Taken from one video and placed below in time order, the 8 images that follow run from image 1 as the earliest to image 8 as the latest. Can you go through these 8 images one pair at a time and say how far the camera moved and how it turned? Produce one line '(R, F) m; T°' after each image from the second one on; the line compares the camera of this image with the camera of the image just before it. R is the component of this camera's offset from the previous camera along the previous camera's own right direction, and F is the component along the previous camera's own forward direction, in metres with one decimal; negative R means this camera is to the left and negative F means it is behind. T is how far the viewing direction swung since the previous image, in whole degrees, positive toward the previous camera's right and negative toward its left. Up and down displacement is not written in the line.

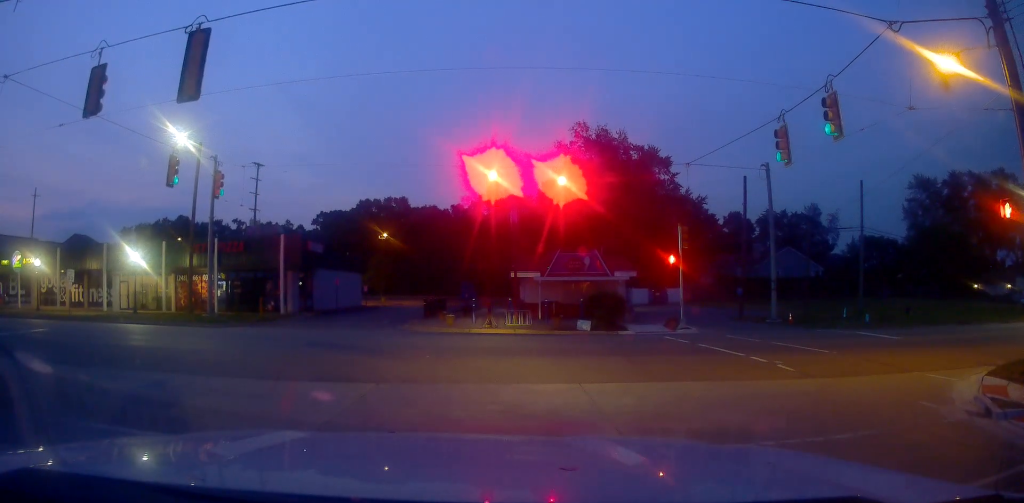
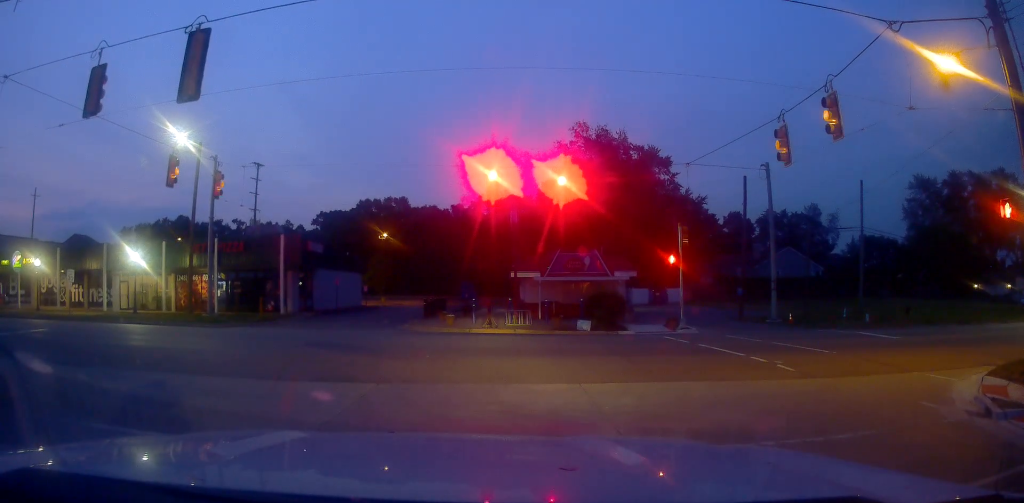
(0.0, 0.0) m; 0°
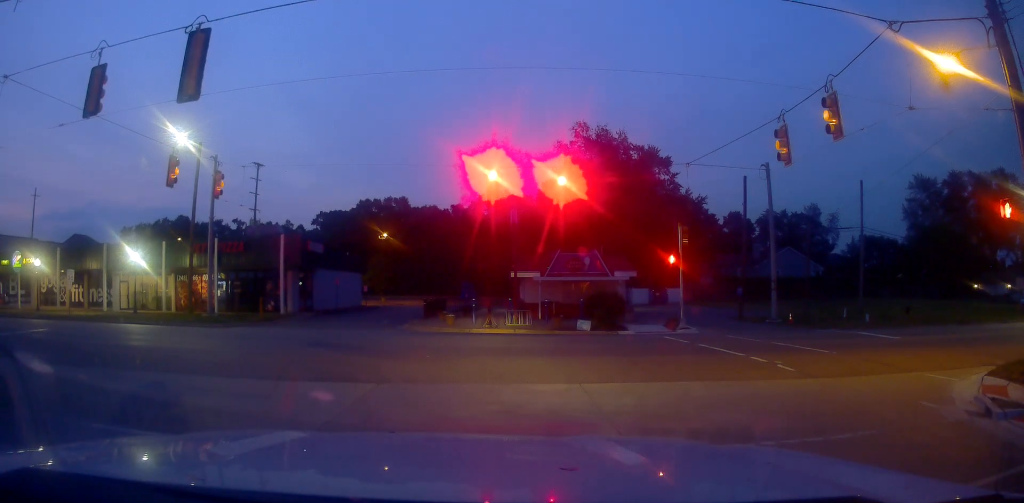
(0.0, 0.0) m; 0°
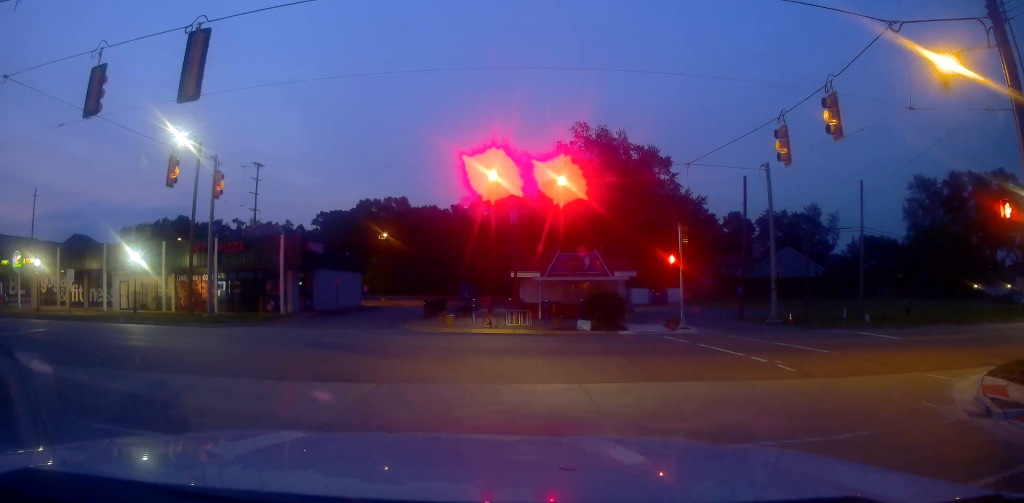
(0.0, 0.0) m; 0°
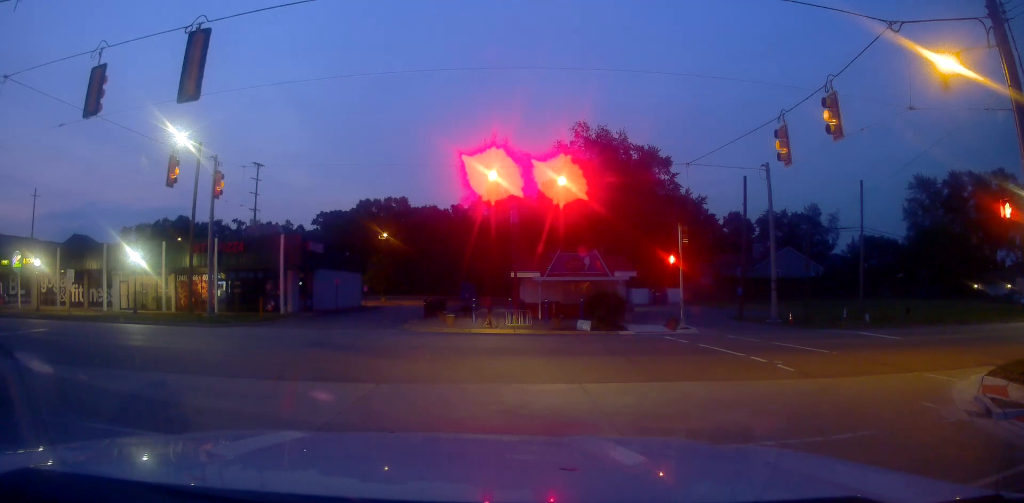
(0.0, 0.0) m; 0°
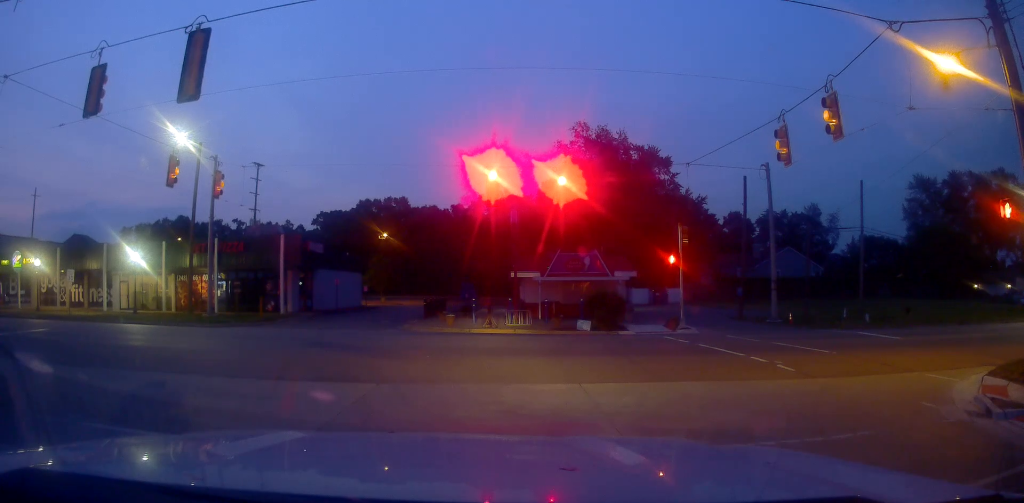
(0.0, 0.0) m; 0°
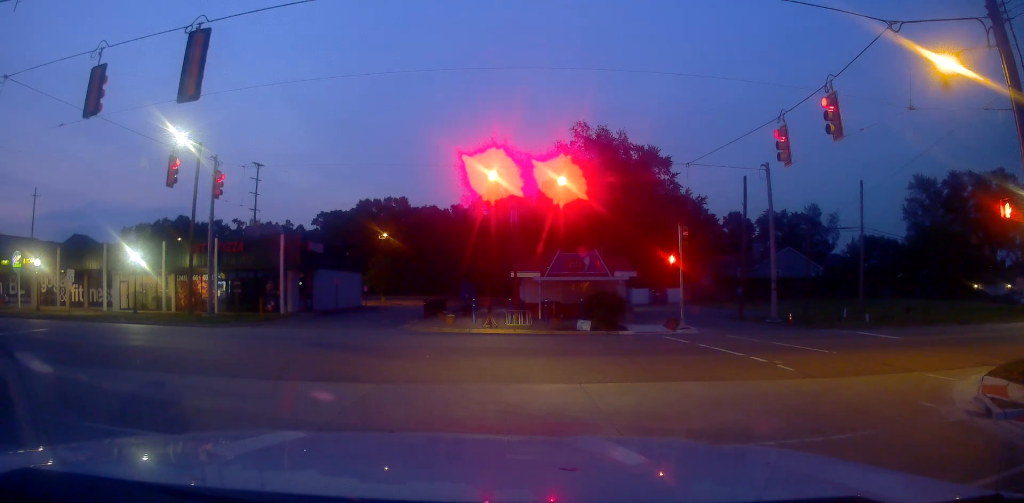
(0.0, 0.0) m; 0°
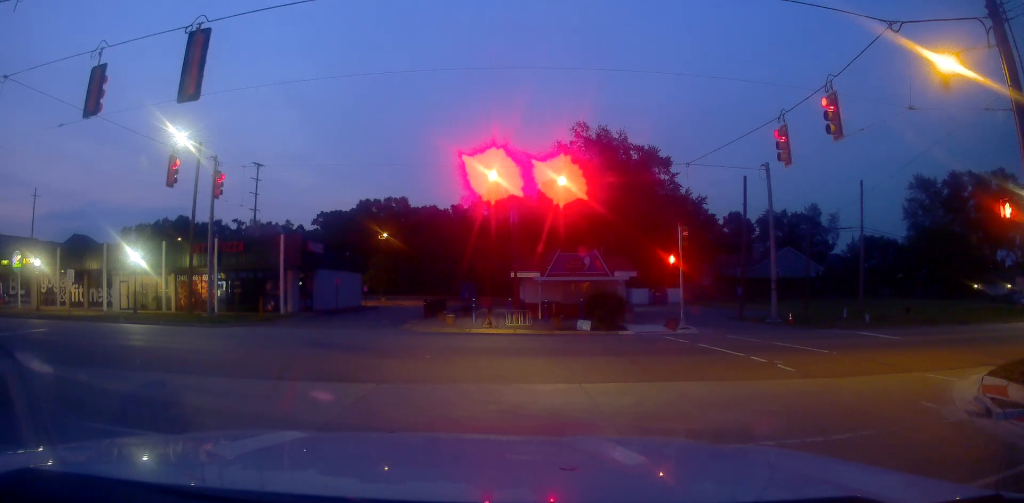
(0.0, 0.0) m; 0°
